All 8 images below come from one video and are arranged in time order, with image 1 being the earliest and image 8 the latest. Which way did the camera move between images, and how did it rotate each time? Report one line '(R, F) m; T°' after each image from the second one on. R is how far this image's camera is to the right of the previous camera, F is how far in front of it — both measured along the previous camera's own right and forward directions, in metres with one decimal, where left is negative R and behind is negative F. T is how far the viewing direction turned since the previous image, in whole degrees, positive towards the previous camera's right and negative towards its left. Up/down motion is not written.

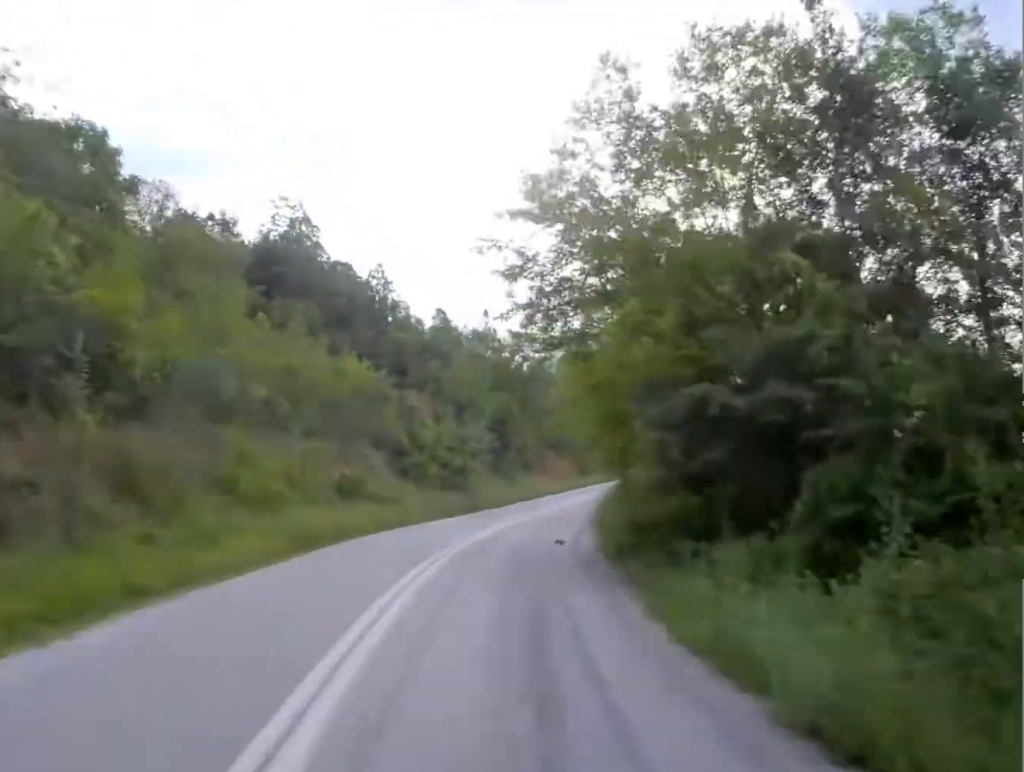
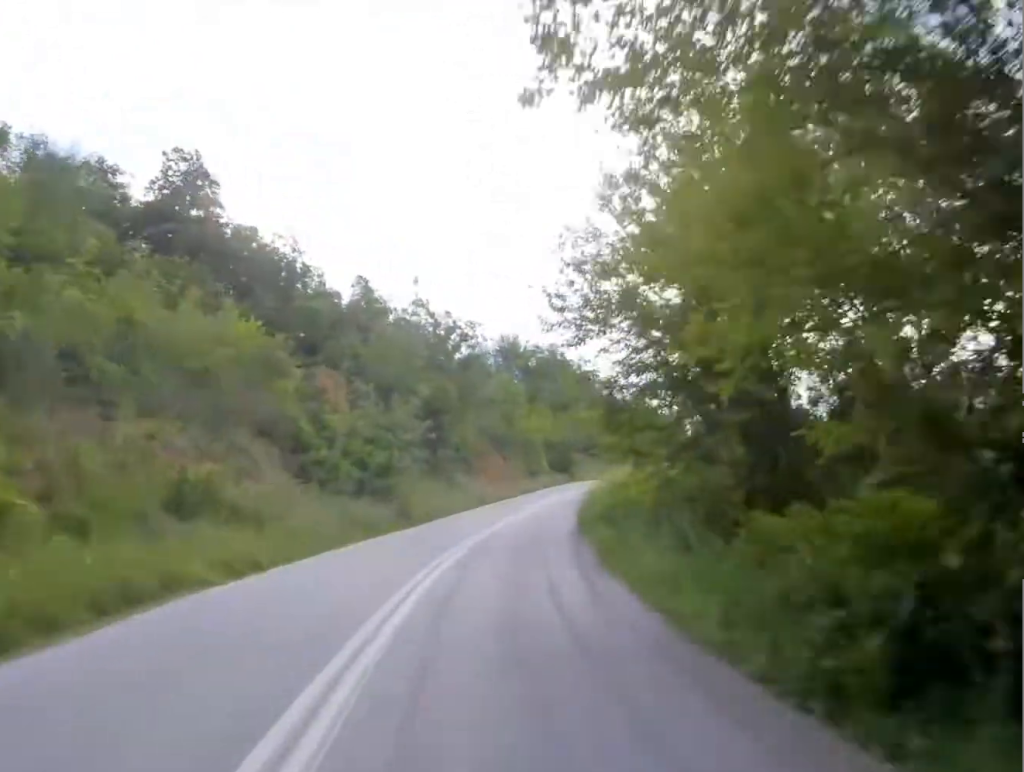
(-0.1, +13.3) m; +4°
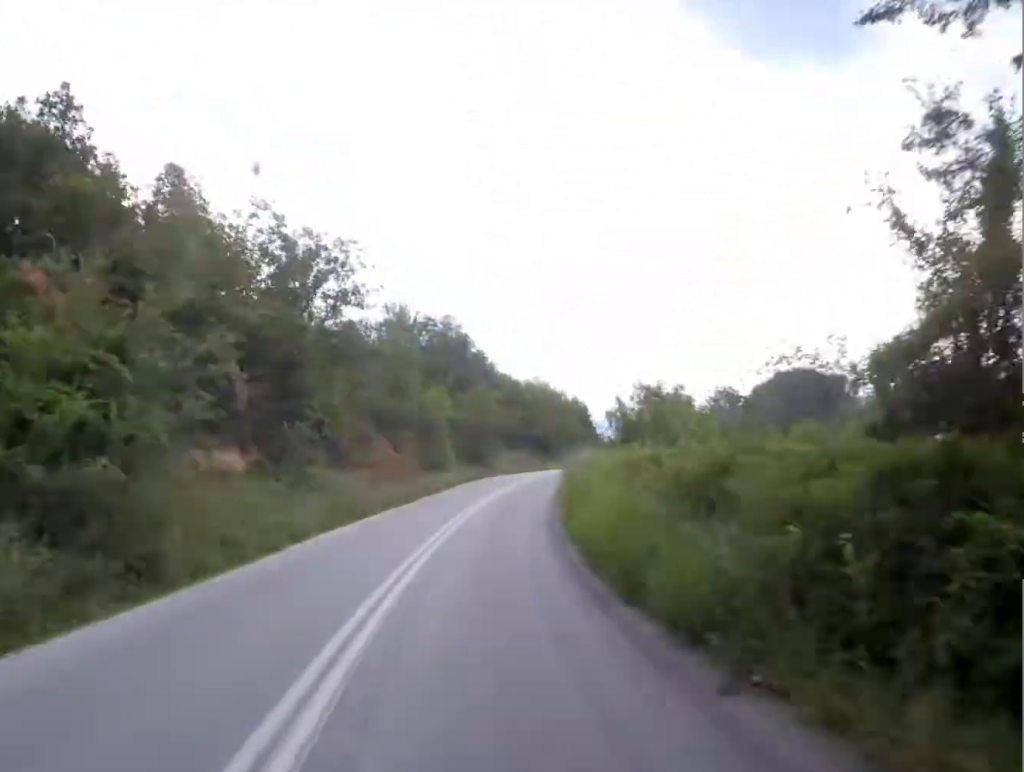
(+1.9, +20.8) m; +7°
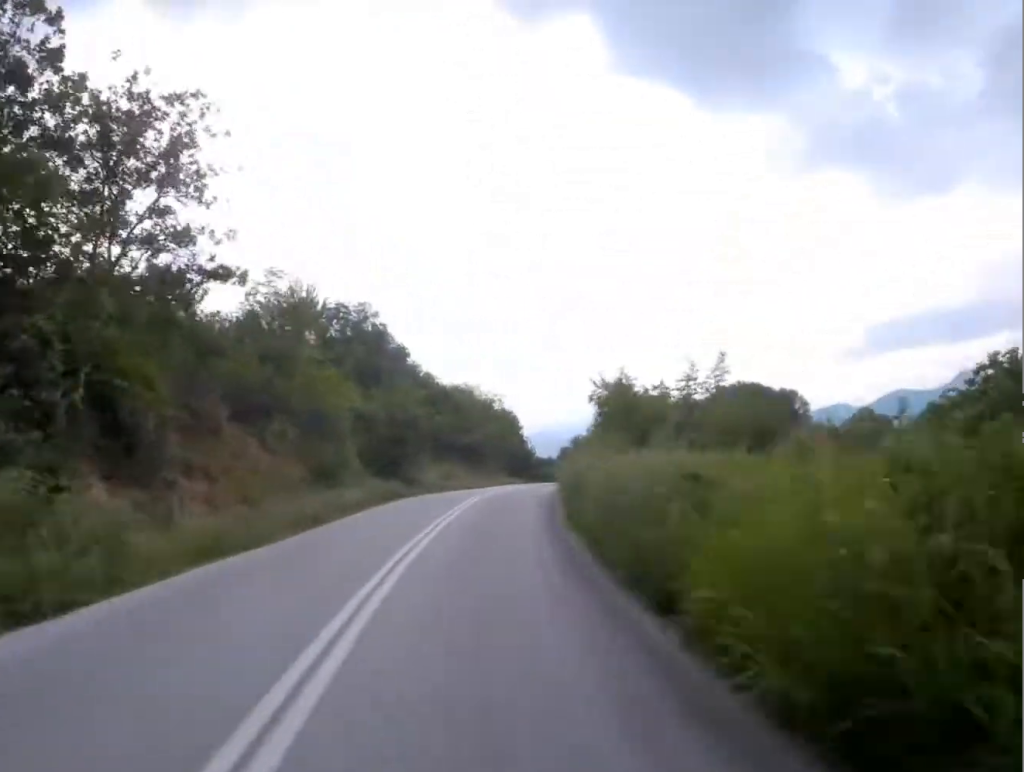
(+0.9, +17.3) m; +5°
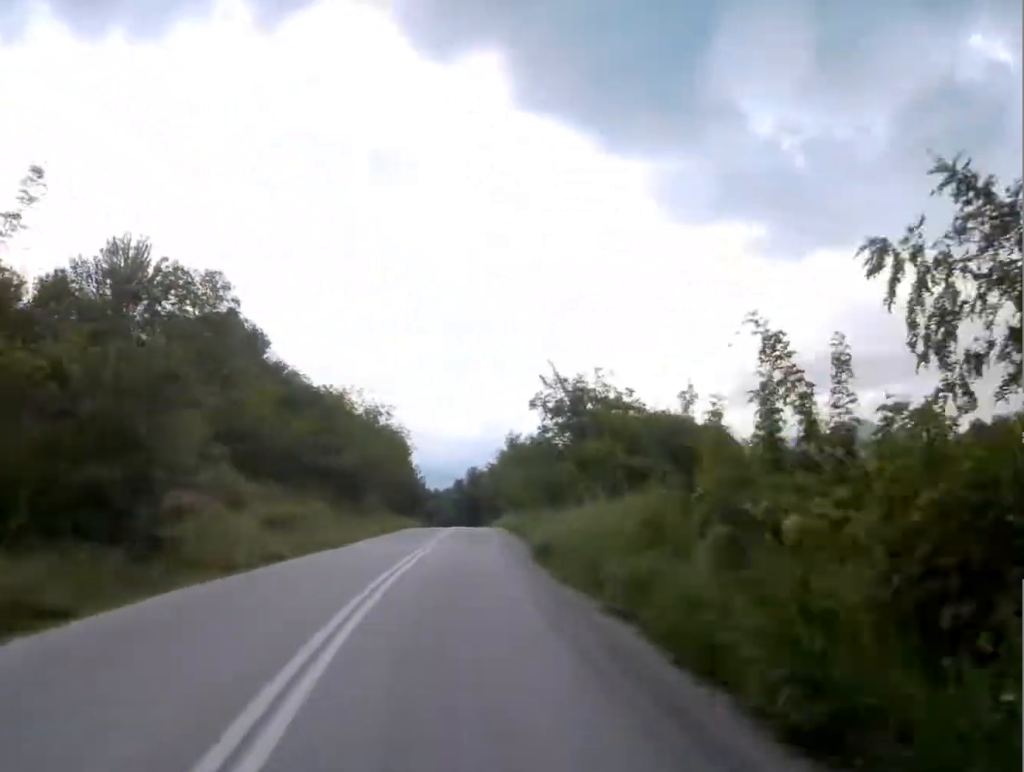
(+1.3, +22.7) m; +6°
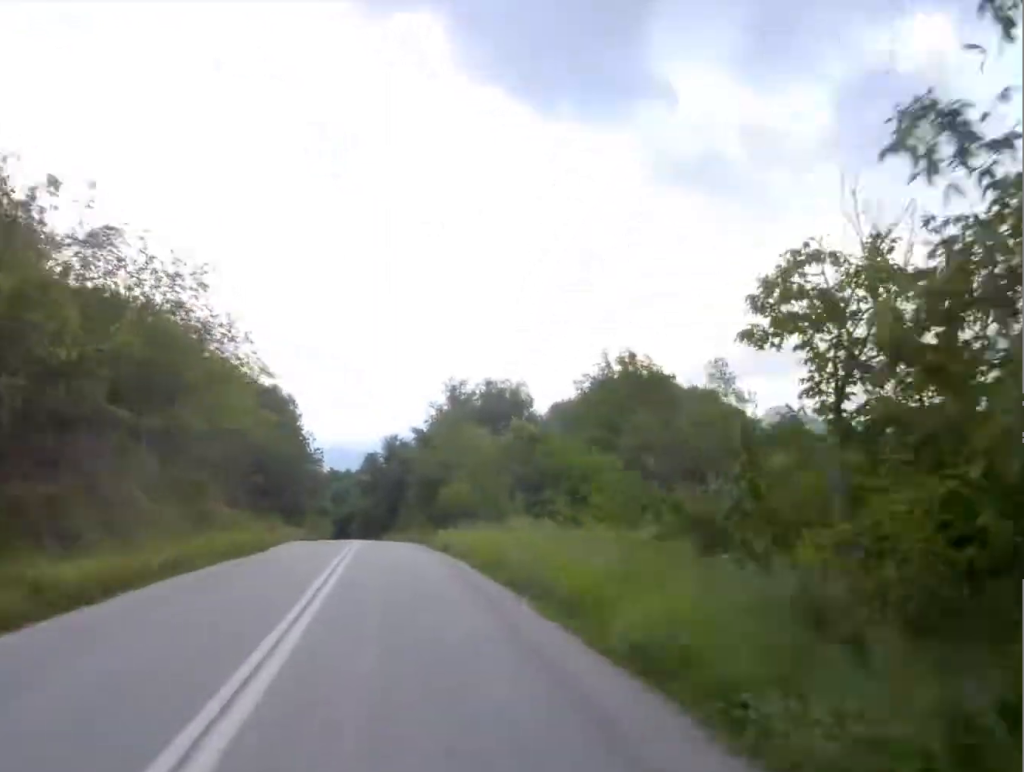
(+2.3, +41.3) m; +3°
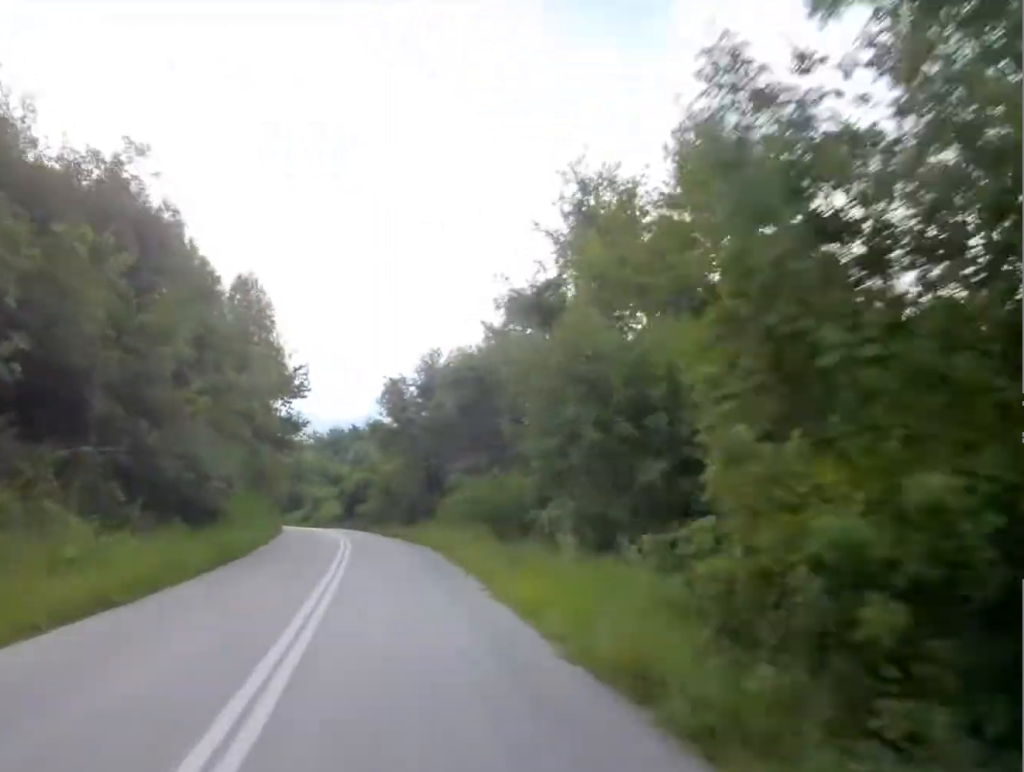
(-0.5, +38.4) m; -1°
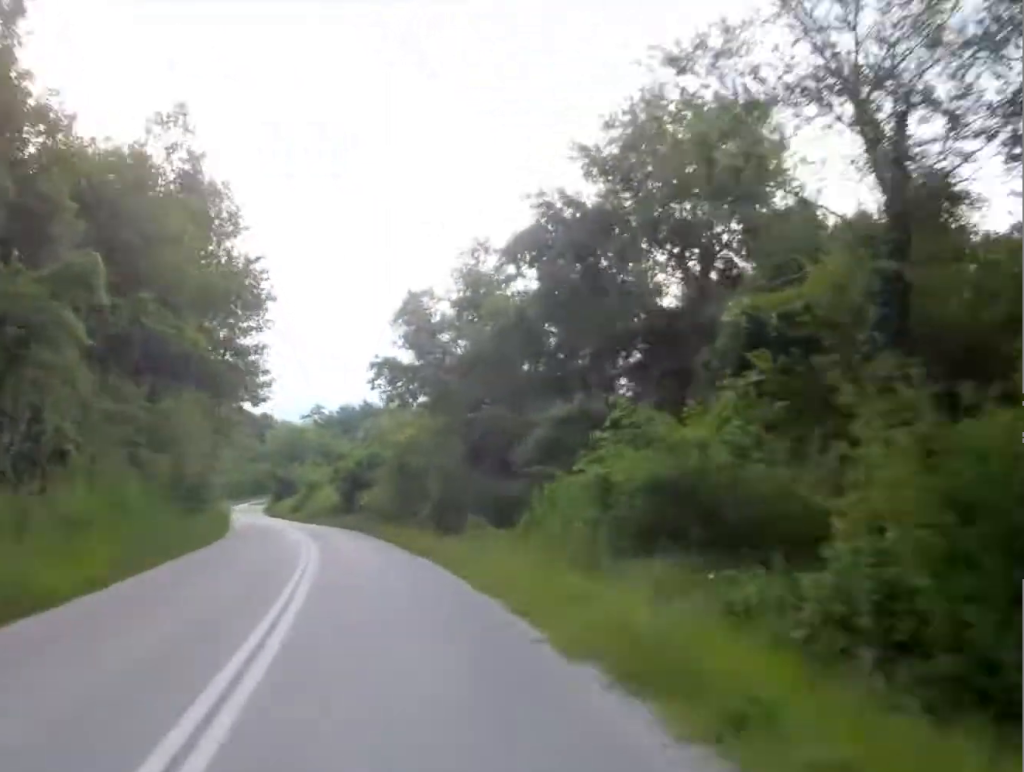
(-0.1, +21.0) m; -2°
